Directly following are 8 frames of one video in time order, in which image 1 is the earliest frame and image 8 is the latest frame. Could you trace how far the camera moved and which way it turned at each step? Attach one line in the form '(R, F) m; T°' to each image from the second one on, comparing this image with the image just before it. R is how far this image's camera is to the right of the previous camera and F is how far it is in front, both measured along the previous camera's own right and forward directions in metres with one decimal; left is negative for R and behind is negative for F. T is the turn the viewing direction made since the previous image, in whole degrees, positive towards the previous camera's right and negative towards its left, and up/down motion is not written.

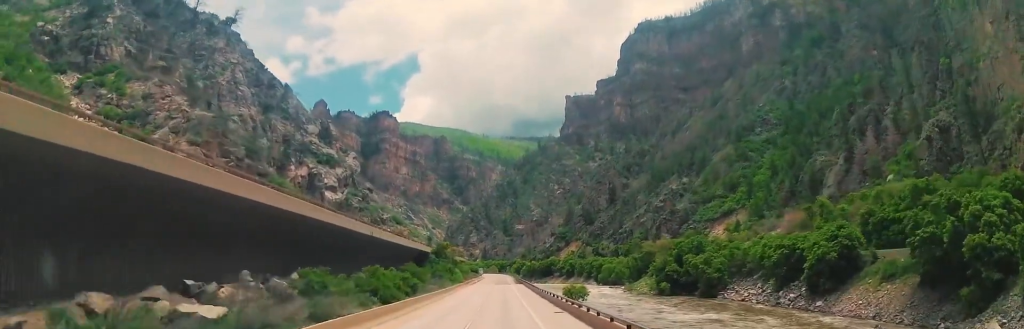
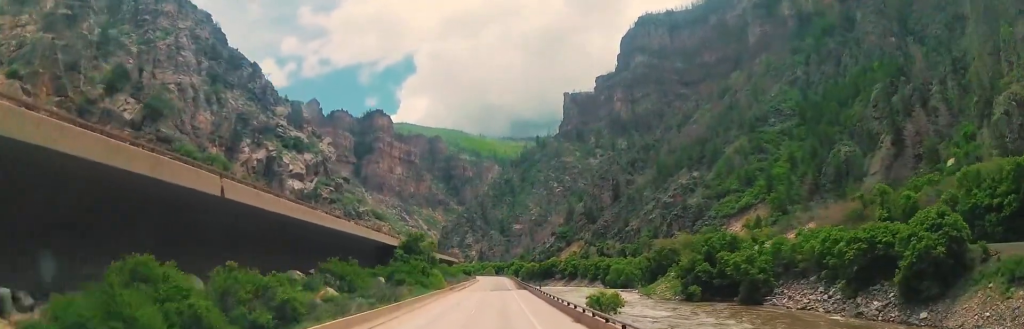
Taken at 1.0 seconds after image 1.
(-0.3, +27.7) m; 0°
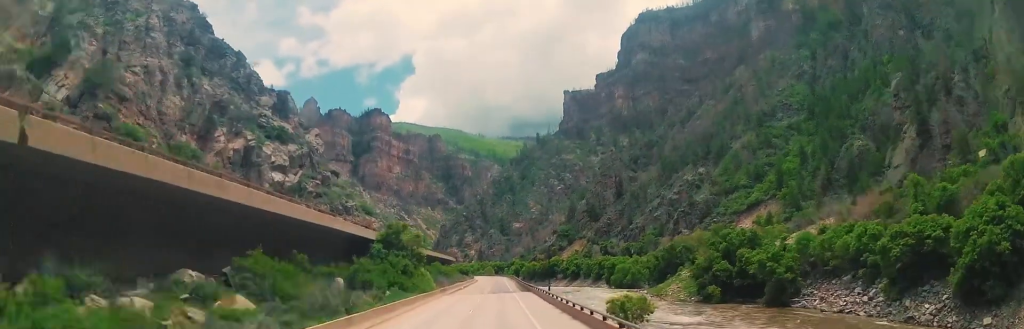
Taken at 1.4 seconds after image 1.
(0.0, +12.0) m; 0°
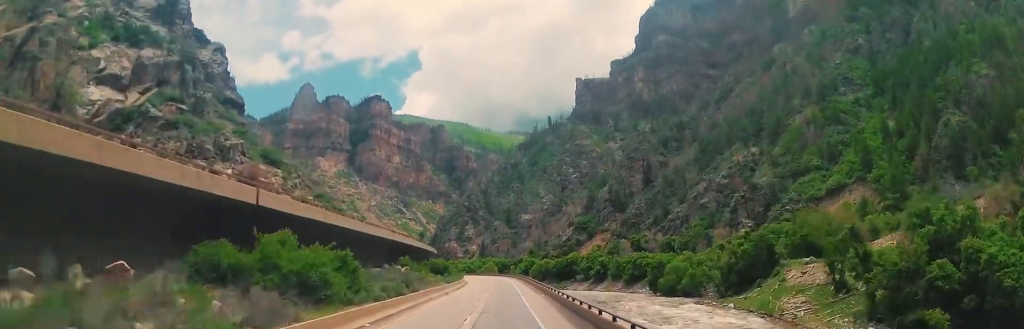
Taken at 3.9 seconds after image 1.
(+0.1, +68.9) m; +1°
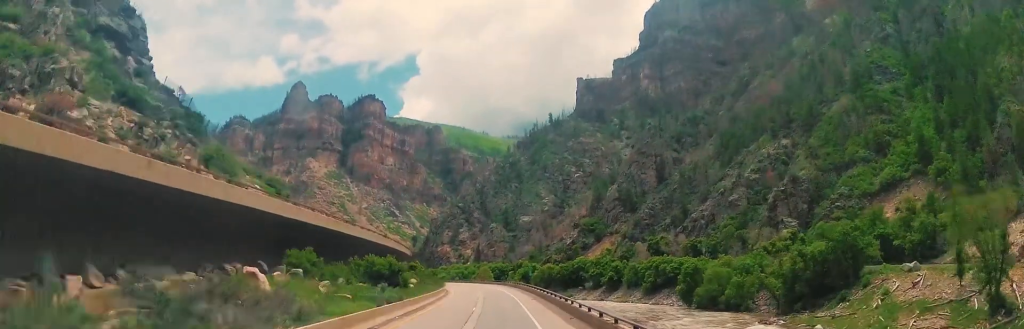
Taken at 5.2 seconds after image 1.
(+0.3, +37.4) m; 0°
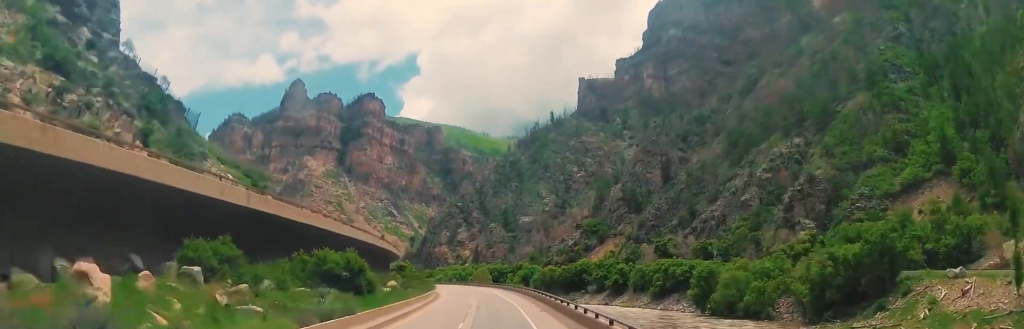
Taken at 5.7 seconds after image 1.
(0.0, +12.0) m; 0°
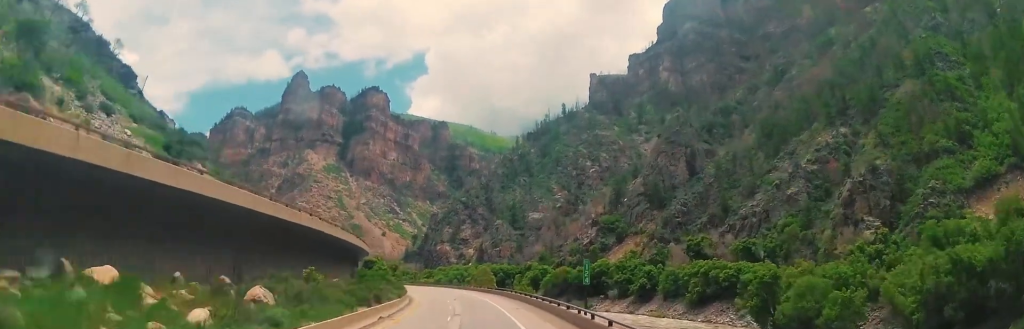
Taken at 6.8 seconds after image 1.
(-0.3, +31.0) m; -3°
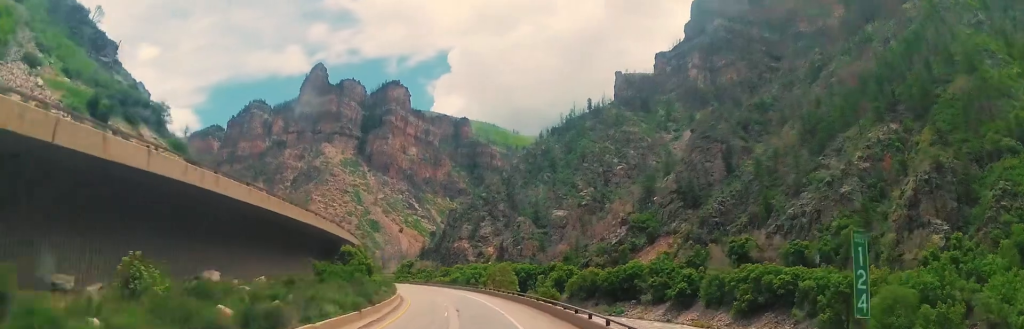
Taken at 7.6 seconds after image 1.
(-0.5, +21.6) m; -2°
